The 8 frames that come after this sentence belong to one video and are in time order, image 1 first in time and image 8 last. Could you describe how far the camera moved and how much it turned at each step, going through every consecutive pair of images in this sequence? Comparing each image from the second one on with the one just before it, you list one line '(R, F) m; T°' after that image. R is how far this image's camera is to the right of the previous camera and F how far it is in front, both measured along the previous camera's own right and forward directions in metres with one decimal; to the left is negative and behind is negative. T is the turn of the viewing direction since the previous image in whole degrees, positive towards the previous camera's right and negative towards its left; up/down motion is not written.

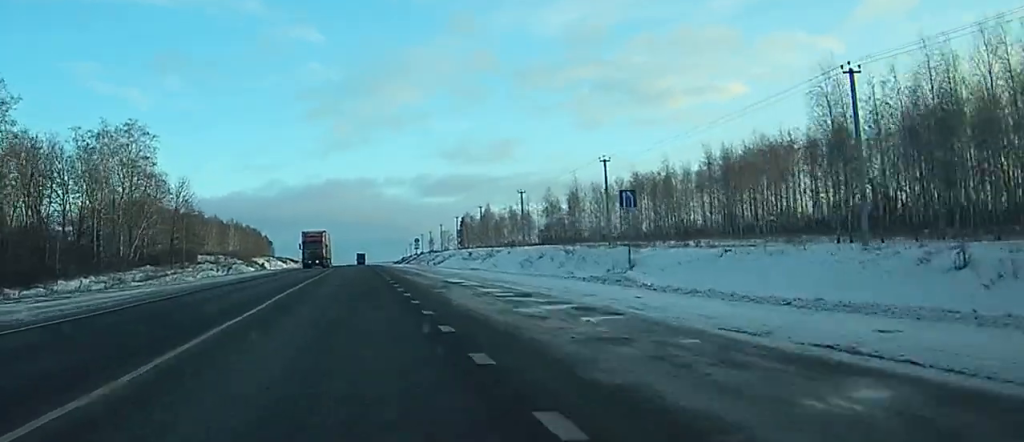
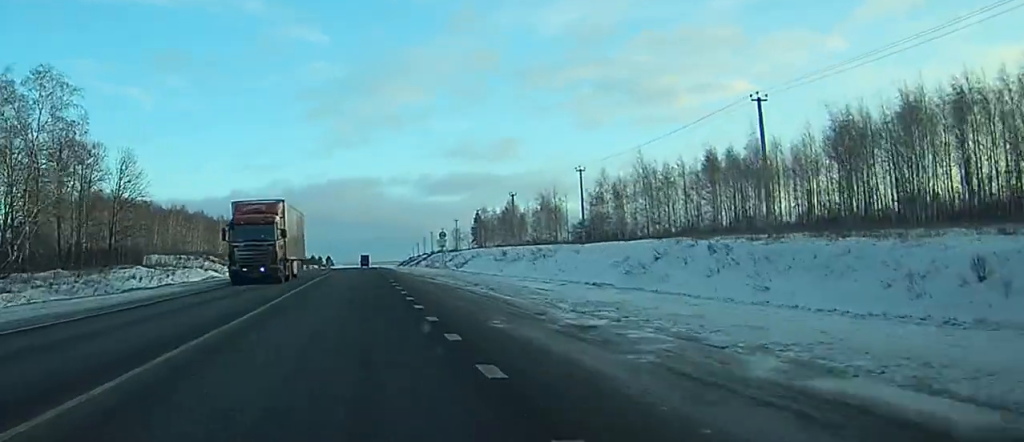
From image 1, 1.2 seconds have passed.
(0.0, +32.7) m; 0°
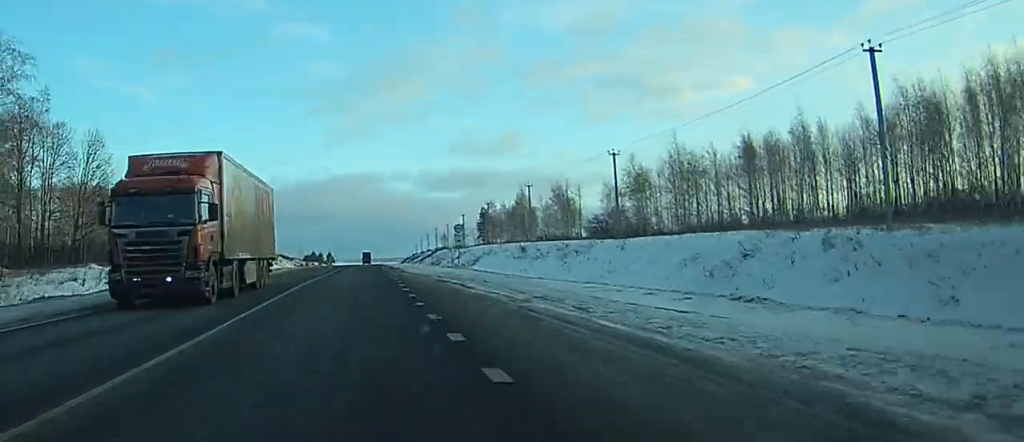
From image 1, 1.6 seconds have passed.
(0.0, +12.2) m; 0°
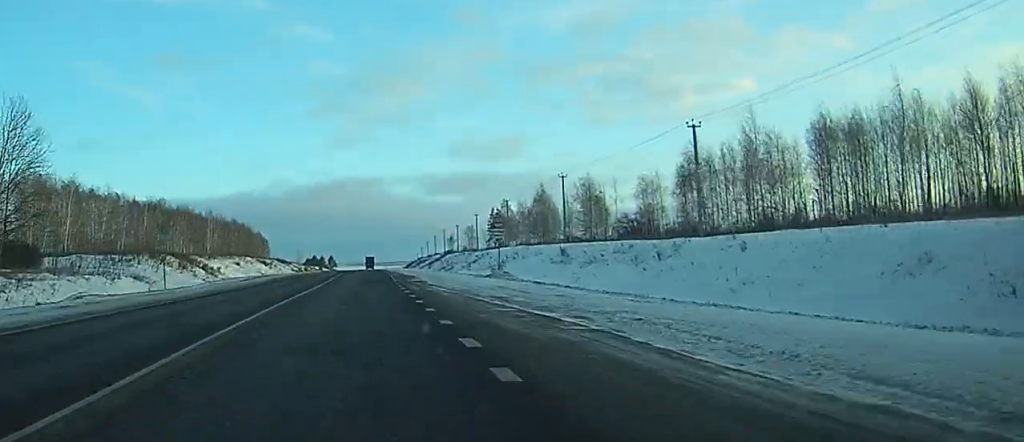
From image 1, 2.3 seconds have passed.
(0.0, +19.8) m; 0°
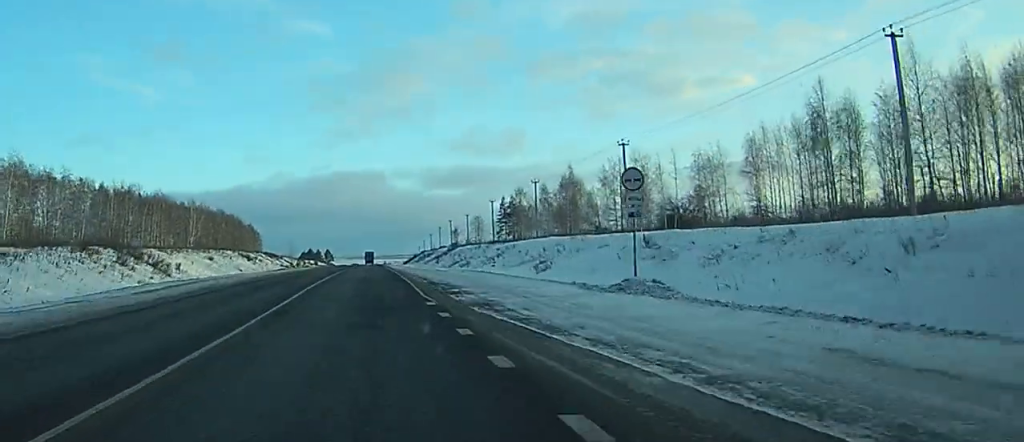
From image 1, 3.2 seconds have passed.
(-0.1, +25.7) m; 0°
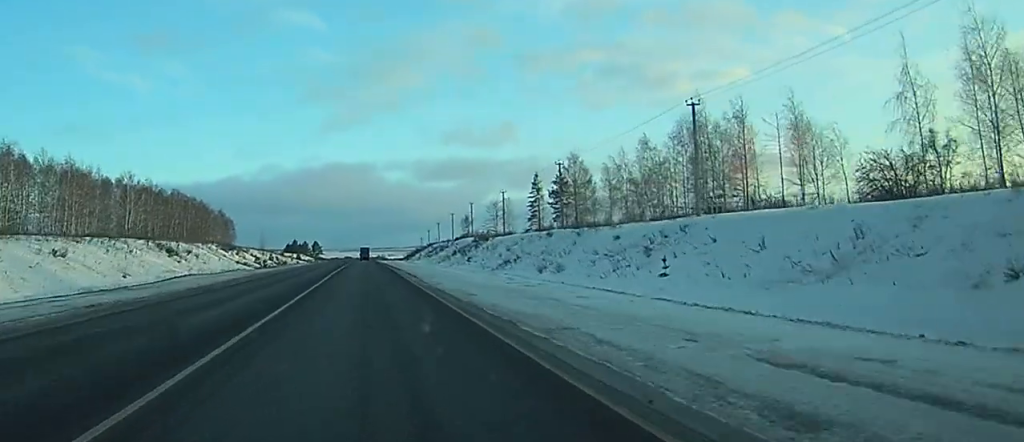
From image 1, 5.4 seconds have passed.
(0.0, +62.5) m; 0°
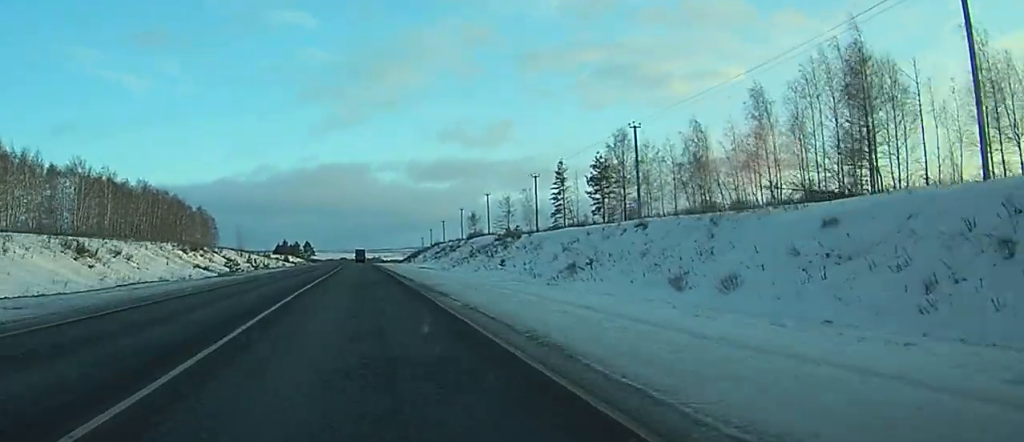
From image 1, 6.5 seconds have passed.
(0.0, +32.0) m; 0°
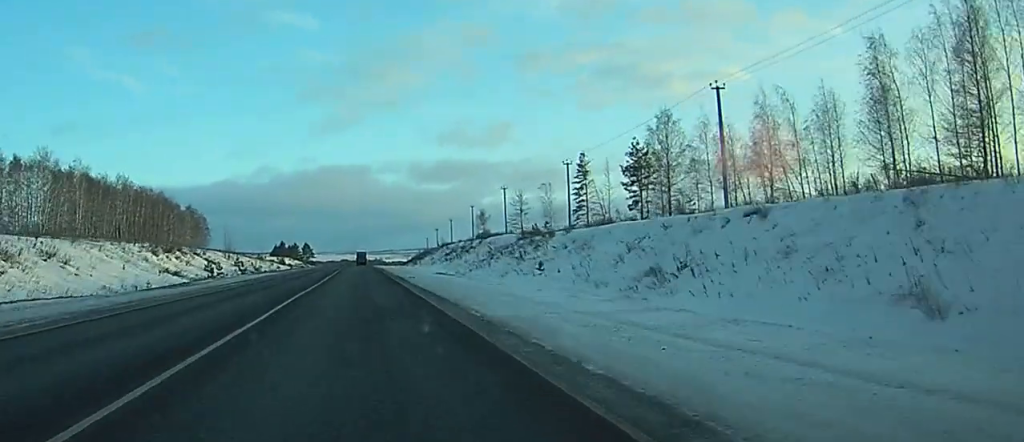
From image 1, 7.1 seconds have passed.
(0.0, +18.4) m; 0°
